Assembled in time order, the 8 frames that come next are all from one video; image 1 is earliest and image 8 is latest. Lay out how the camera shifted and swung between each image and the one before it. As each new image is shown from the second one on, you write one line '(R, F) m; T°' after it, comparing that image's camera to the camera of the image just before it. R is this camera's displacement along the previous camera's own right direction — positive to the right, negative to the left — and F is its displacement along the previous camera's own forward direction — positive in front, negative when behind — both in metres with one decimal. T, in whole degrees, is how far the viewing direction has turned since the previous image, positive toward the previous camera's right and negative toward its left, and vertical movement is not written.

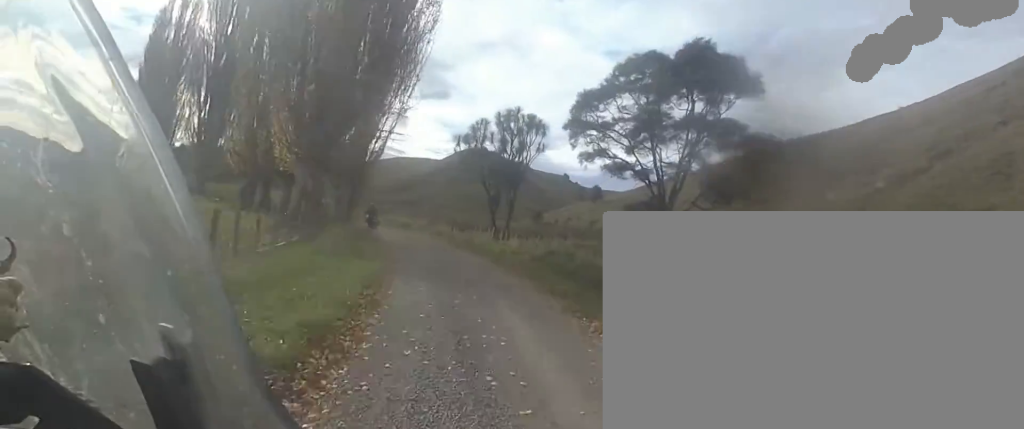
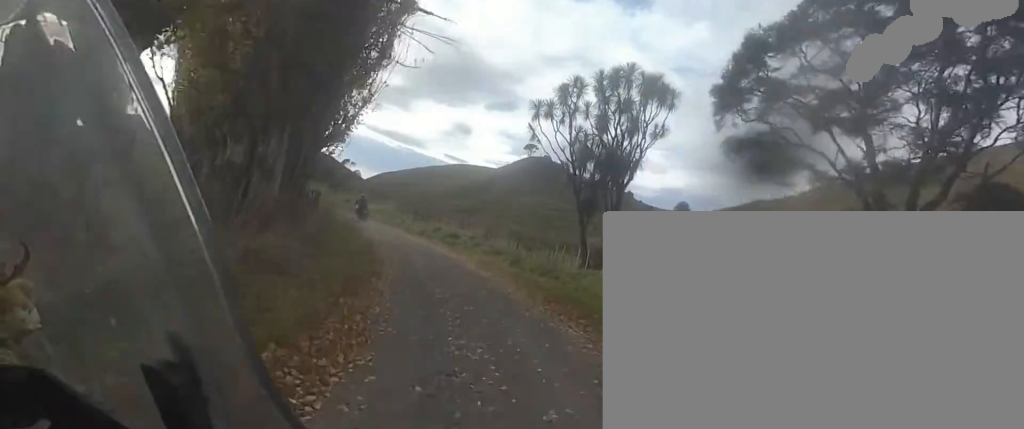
(-1.9, +11.0) m; -18°
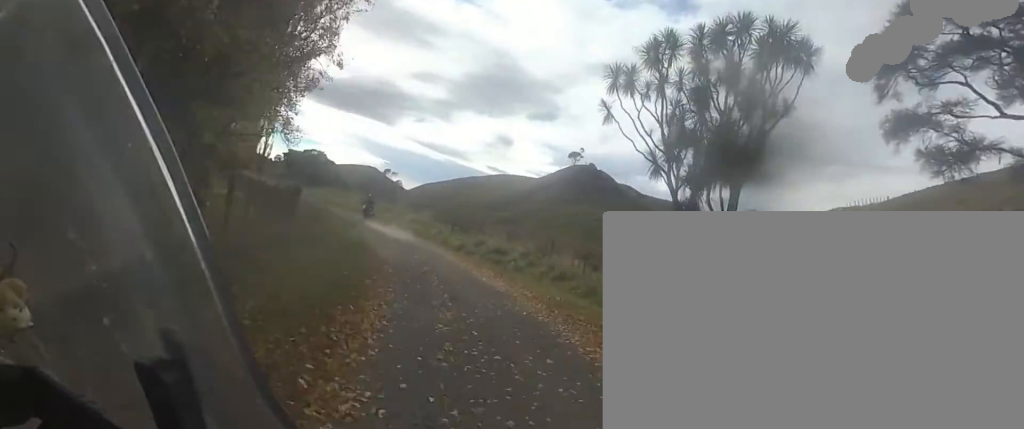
(-1.0, +5.6) m; -3°
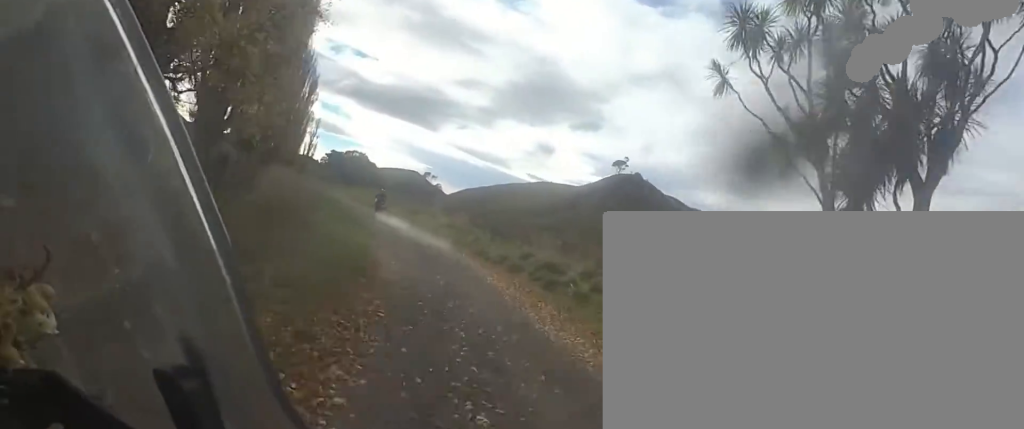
(-0.3, +4.8) m; -2°
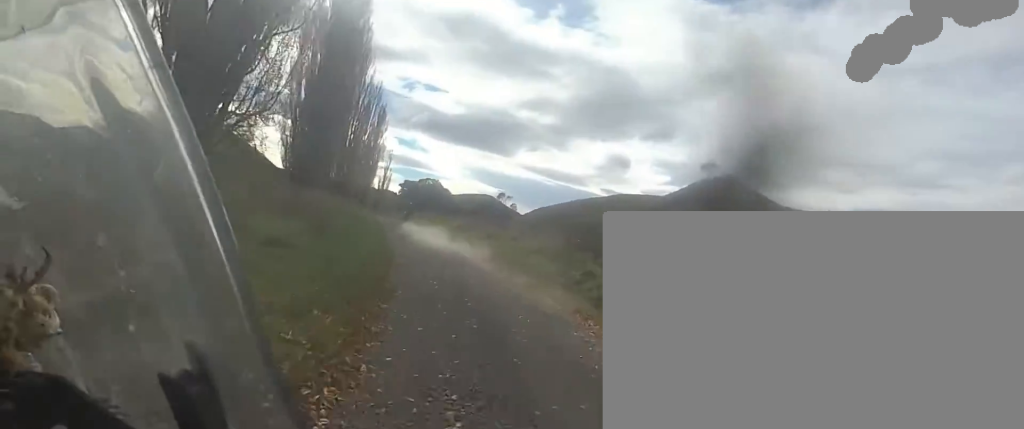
(+0.7, +9.3) m; -4°
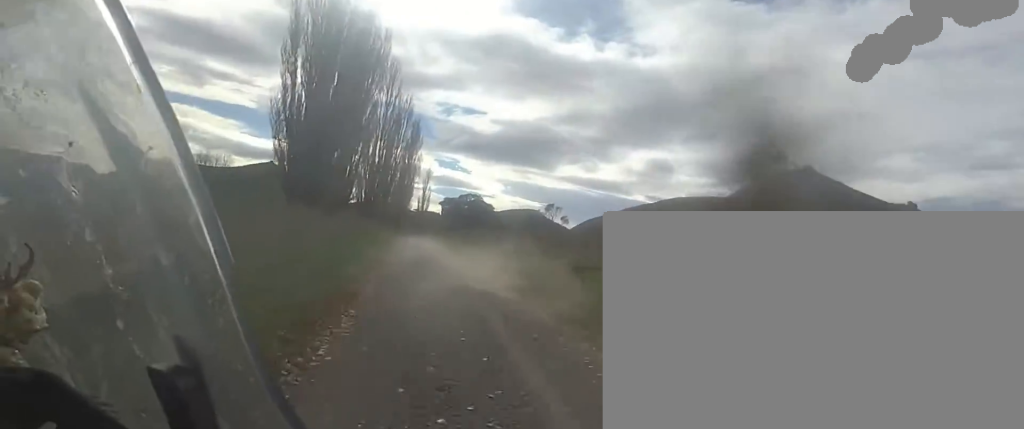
(-1.5, +12.1) m; -6°
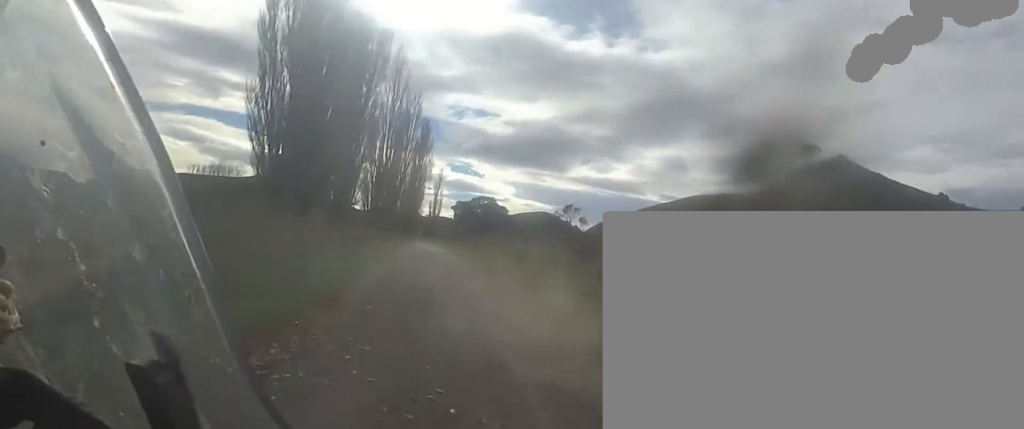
(+0.4, +6.0) m; 0°
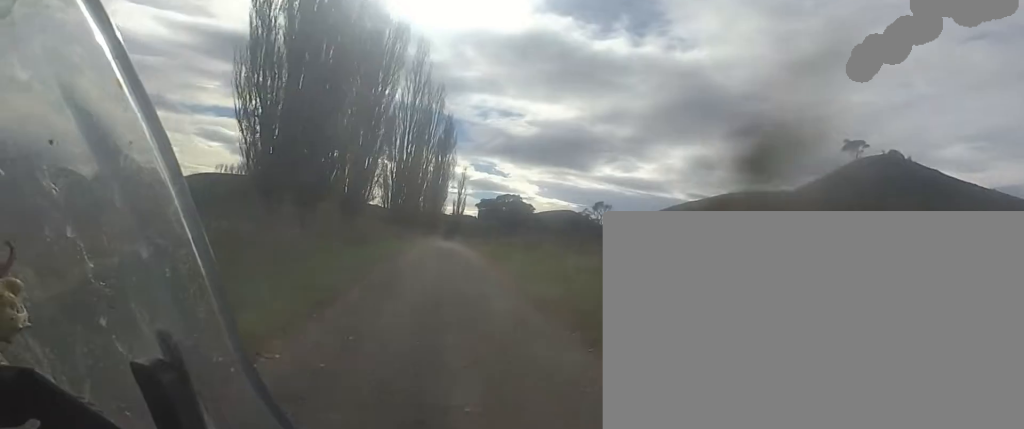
(-0.3, +5.2) m; -2°
